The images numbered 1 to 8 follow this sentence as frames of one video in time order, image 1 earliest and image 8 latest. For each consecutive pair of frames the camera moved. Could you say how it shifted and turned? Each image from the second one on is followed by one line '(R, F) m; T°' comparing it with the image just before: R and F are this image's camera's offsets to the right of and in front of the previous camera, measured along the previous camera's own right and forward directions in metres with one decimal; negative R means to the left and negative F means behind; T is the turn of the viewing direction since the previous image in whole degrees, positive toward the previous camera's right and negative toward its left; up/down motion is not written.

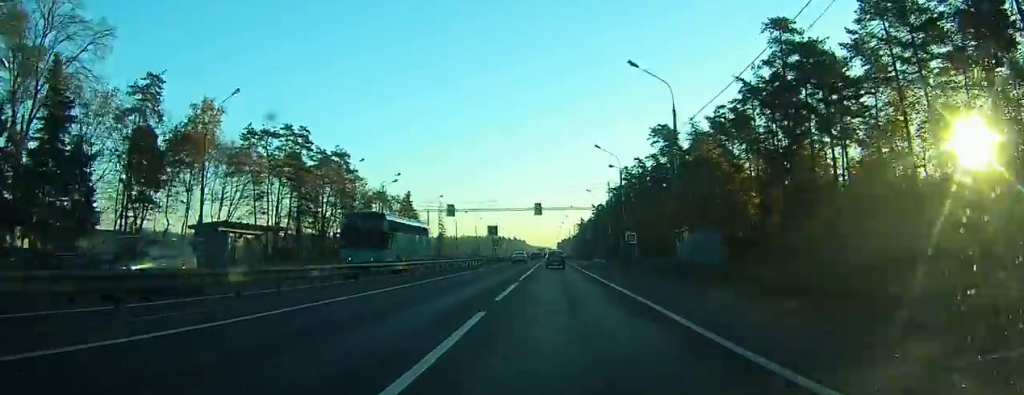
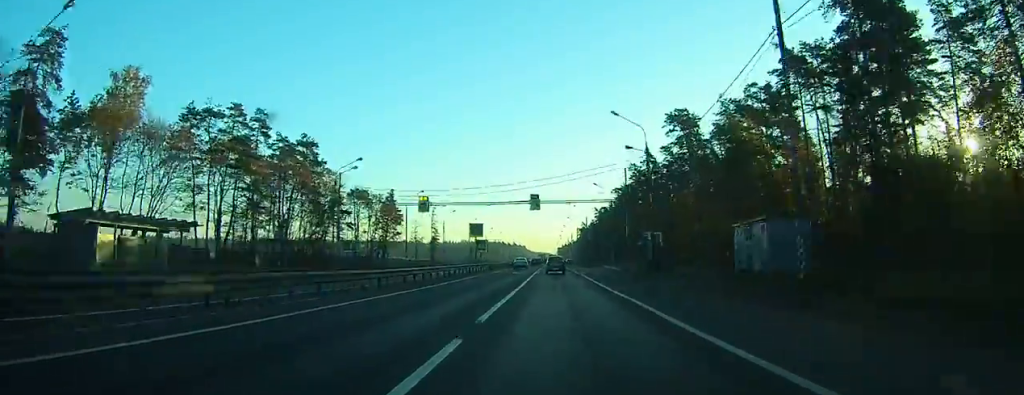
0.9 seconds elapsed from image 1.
(+0.1, +15.7) m; 0°
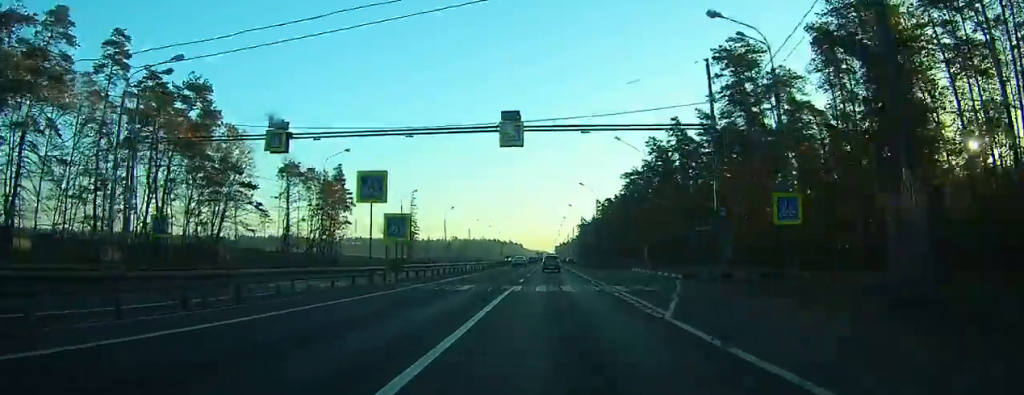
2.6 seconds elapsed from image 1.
(-0.8, +32.4) m; -1°
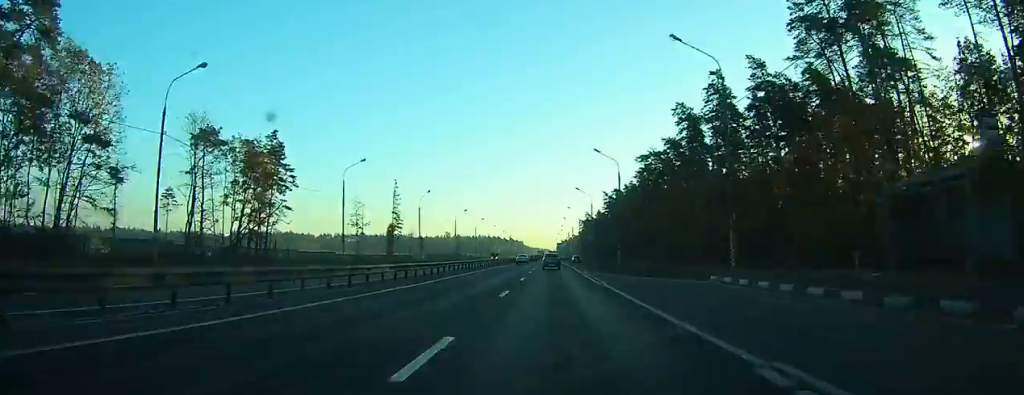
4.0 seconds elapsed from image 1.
(0.0, +25.2) m; 0°
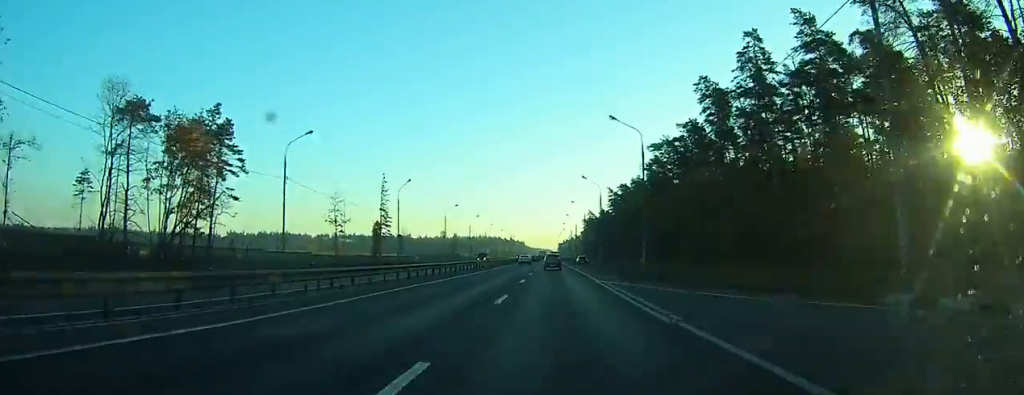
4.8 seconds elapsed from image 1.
(0.0, +14.0) m; 0°
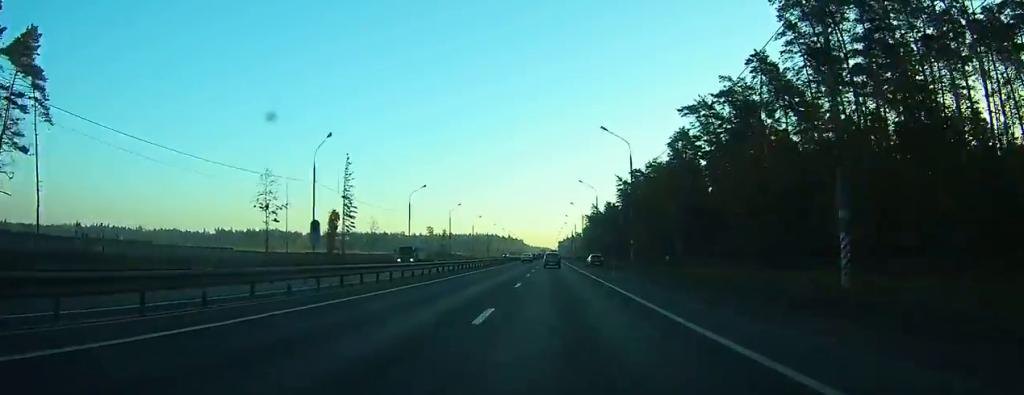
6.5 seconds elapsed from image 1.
(0.0, +27.8) m; 0°
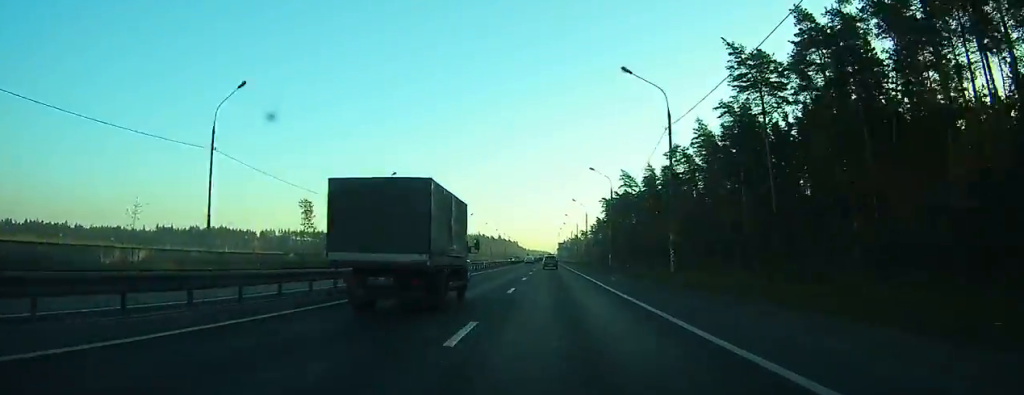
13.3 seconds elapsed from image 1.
(+0.5, +124.4) m; 0°
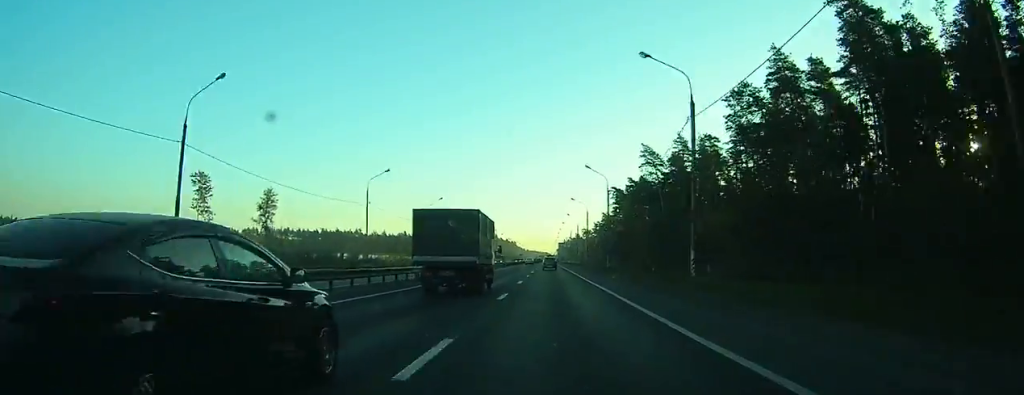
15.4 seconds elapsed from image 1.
(0.0, +39.9) m; 0°
